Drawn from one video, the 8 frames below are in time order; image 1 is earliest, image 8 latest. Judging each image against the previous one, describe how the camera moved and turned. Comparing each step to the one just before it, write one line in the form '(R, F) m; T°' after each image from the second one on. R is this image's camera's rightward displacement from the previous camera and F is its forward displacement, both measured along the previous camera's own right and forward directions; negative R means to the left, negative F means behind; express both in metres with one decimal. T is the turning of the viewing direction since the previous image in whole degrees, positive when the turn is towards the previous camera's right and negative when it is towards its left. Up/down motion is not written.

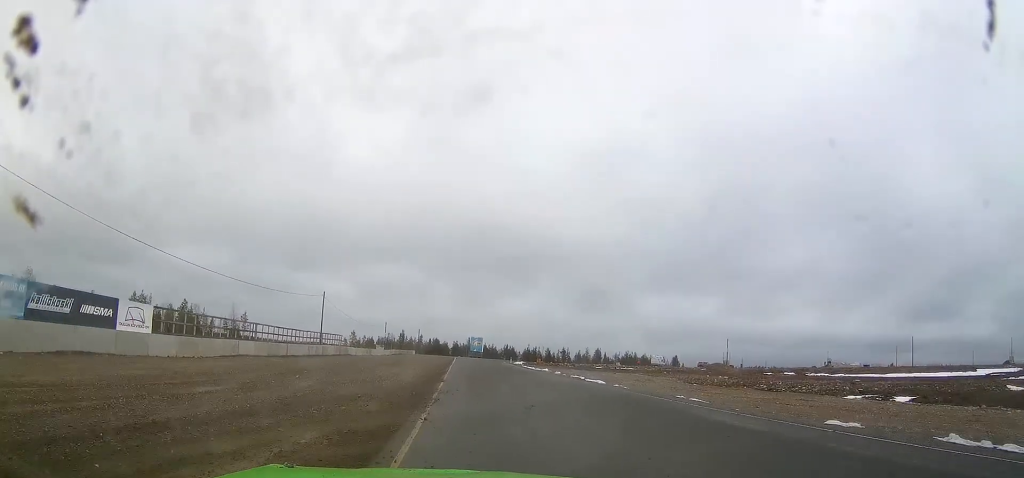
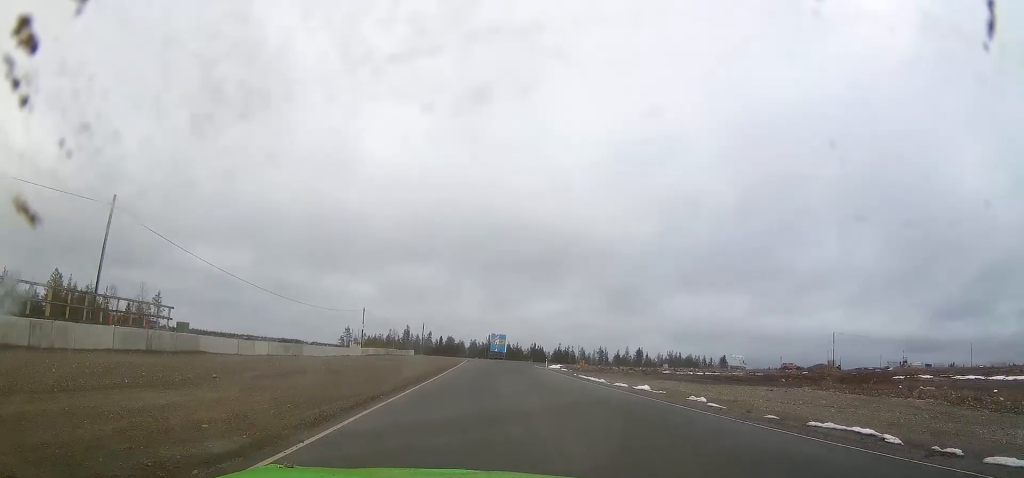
(+0.3, +34.9) m; +1°
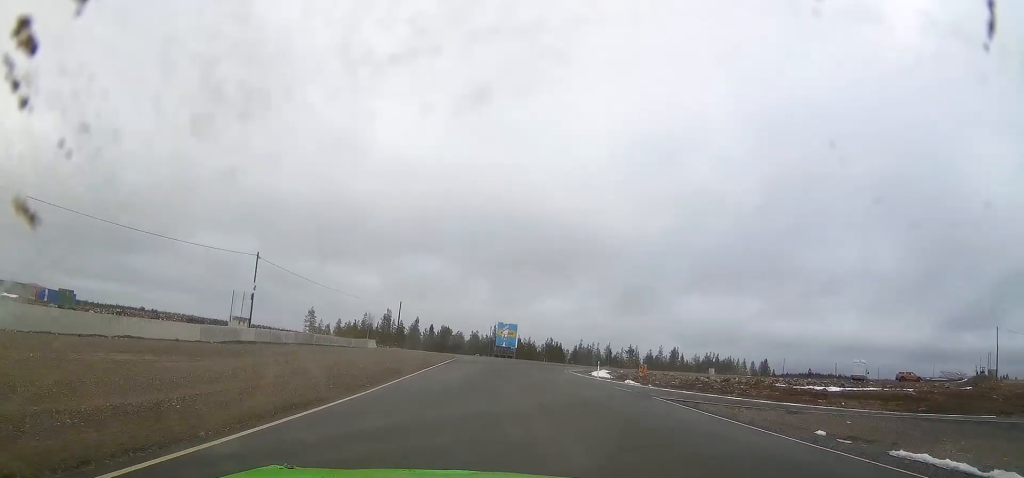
(+0.3, +37.2) m; +1°
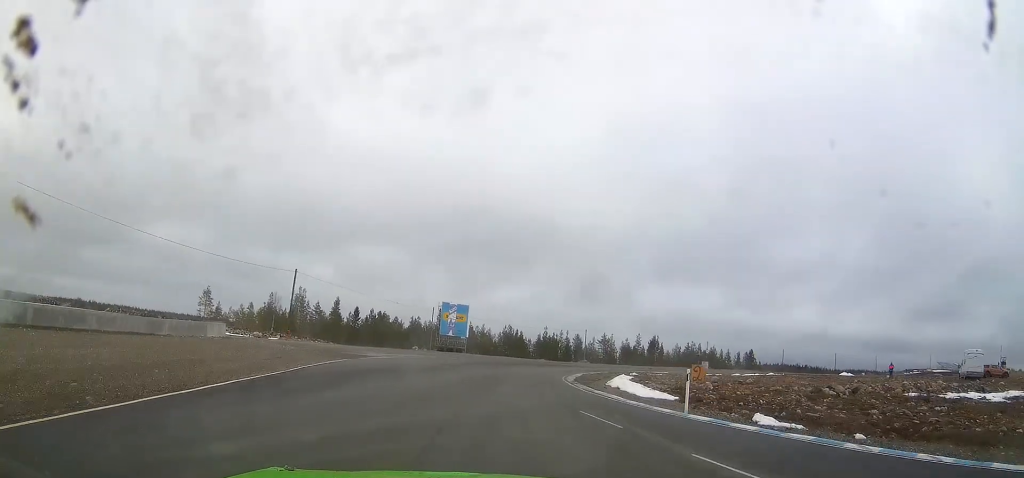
(+0.3, +30.5) m; +2°
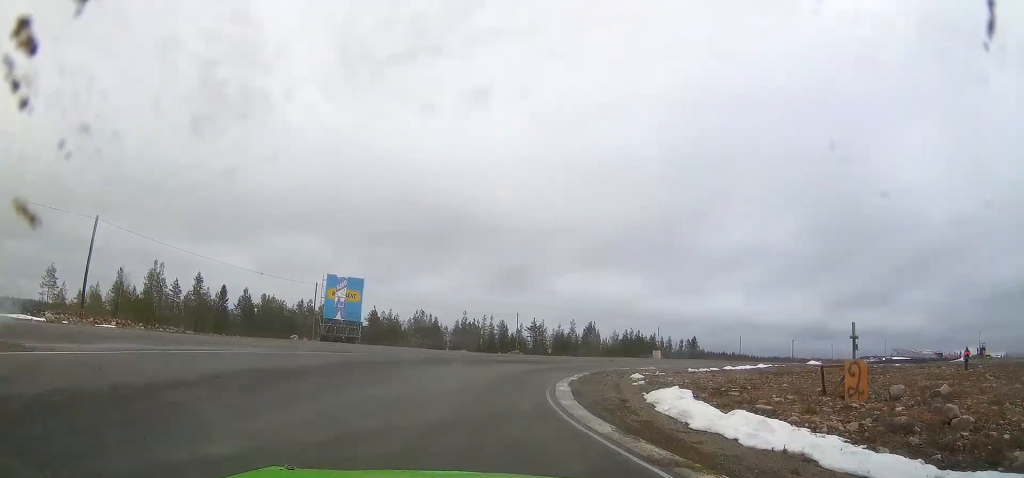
(+0.6, +24.3) m; +5°
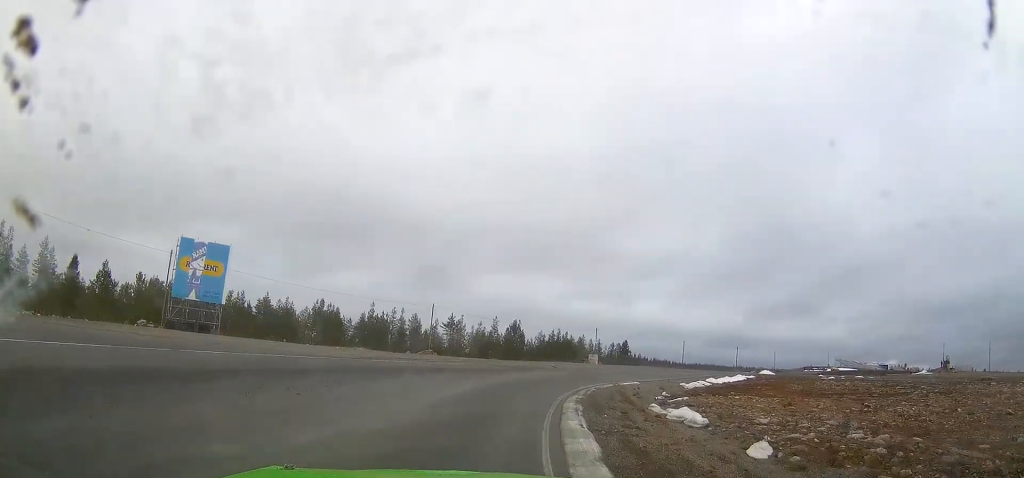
(+1.1, +17.1) m; +8°
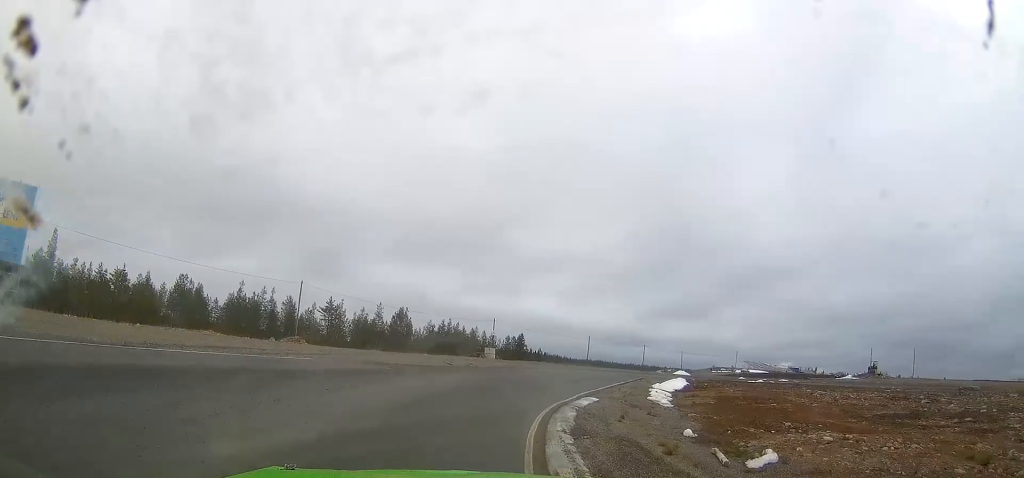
(+0.5, +12.7) m; +8°
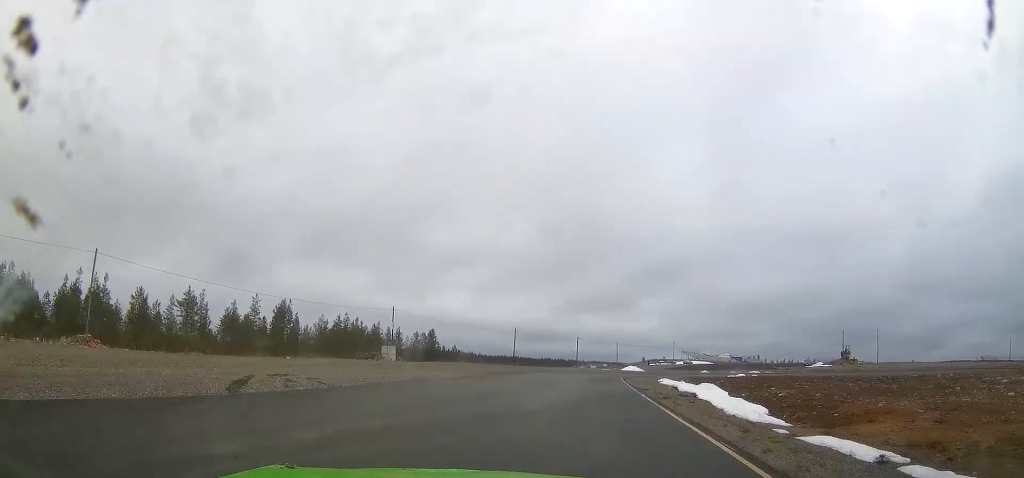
(+2.7, +20.7) m; +14°
